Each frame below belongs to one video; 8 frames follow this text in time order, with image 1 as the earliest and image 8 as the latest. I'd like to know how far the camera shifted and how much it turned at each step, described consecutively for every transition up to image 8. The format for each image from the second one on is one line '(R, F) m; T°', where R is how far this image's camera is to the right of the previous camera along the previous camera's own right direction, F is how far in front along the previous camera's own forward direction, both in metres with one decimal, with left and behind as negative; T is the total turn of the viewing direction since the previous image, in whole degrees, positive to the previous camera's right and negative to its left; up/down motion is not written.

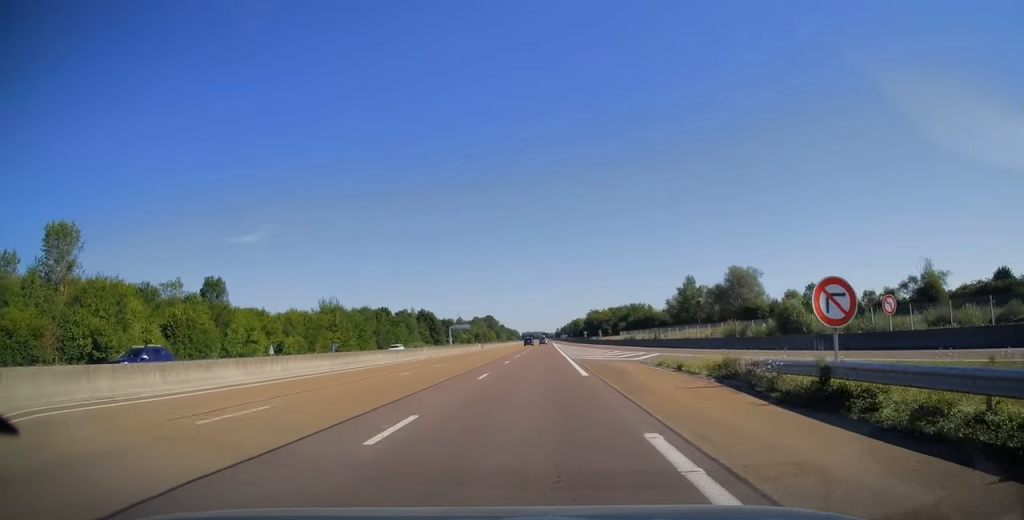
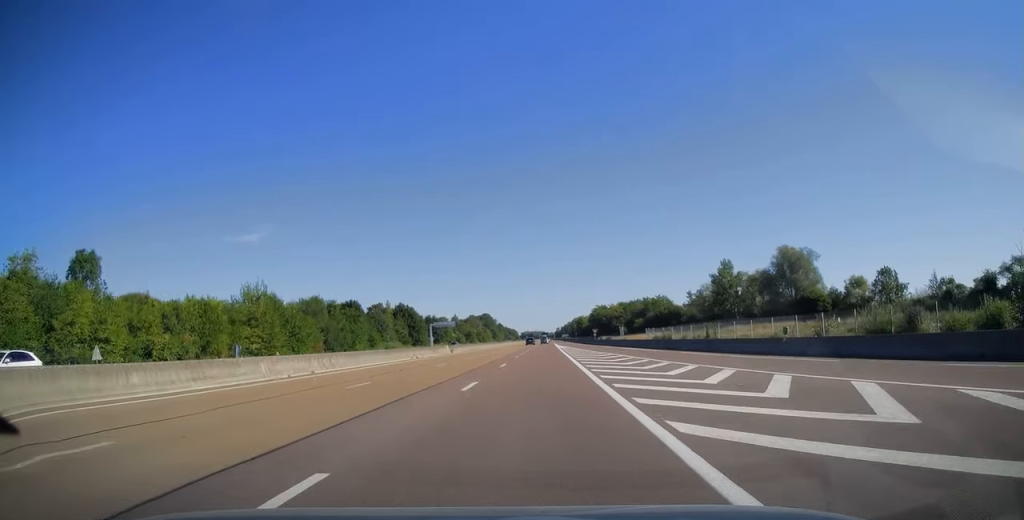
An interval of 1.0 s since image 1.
(0.0, +30.8) m; 0°
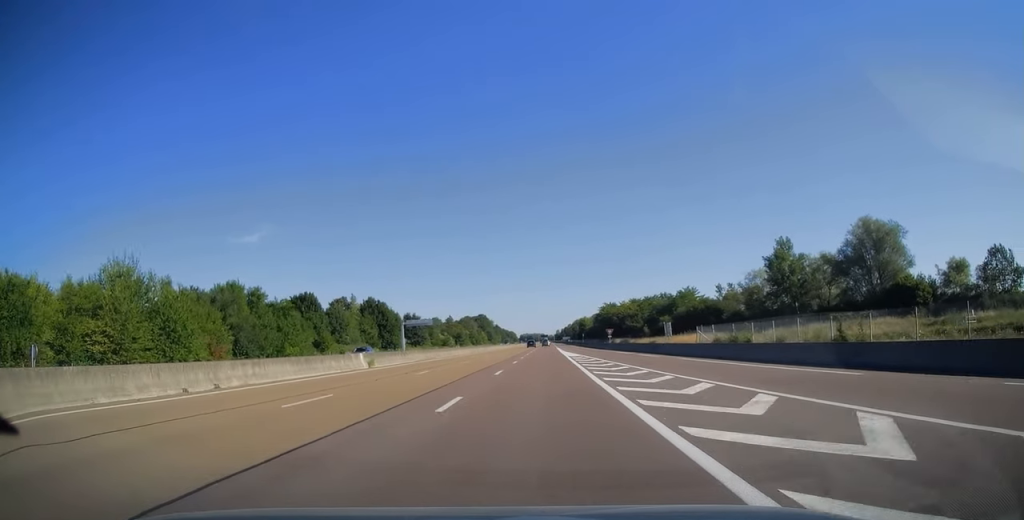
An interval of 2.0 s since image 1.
(0.0, +30.3) m; 0°
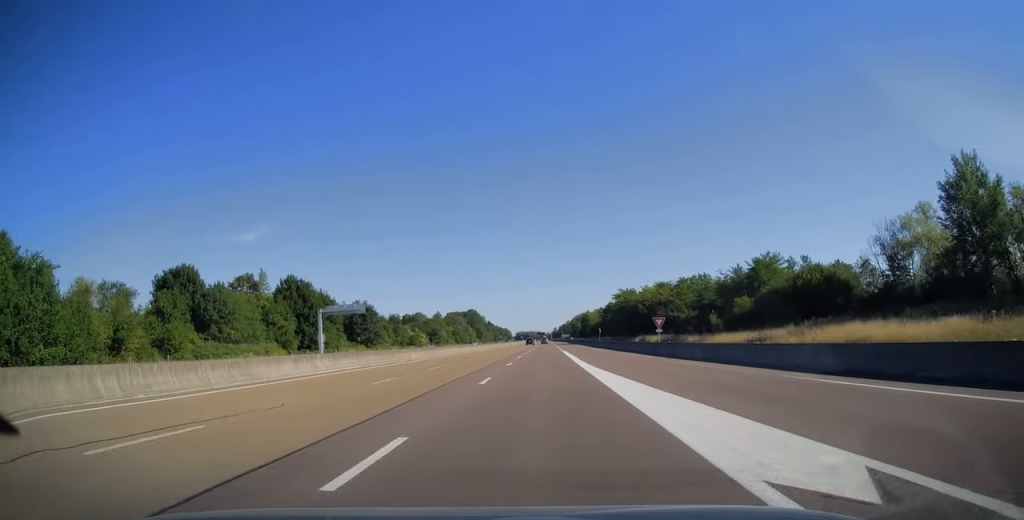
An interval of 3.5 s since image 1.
(0.0, +45.3) m; 0°
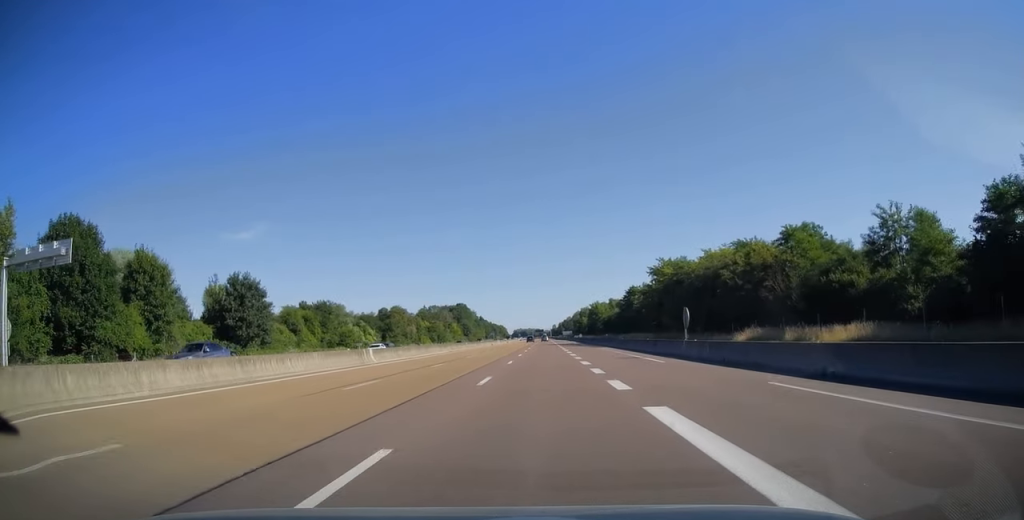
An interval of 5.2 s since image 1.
(+0.2, +53.1) m; 0°
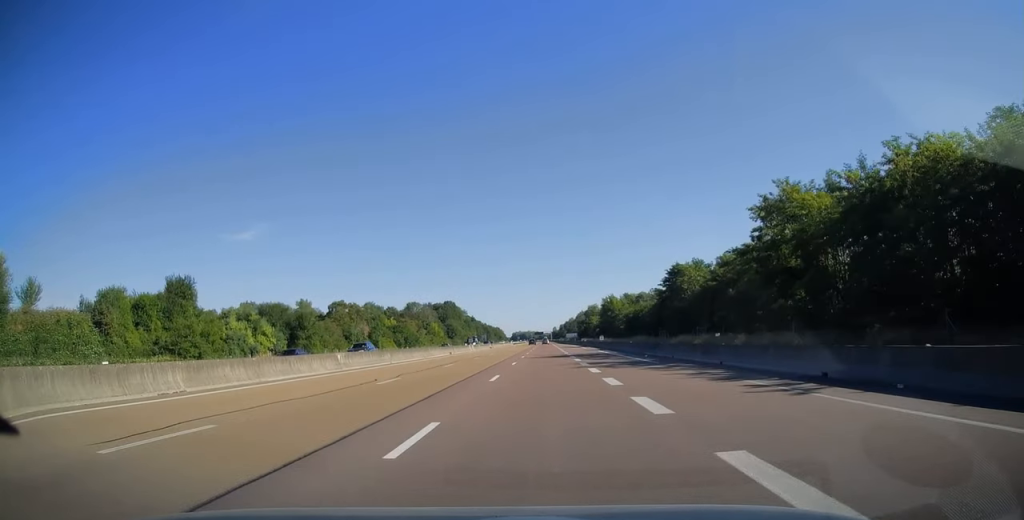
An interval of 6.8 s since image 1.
(0.0, +49.6) m; 0°
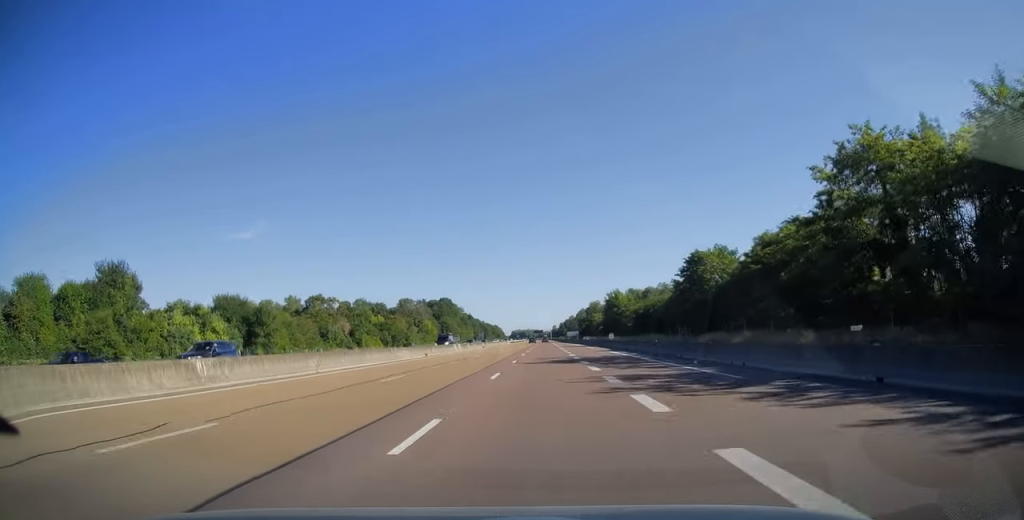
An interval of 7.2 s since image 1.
(0.0, +12.9) m; 0°
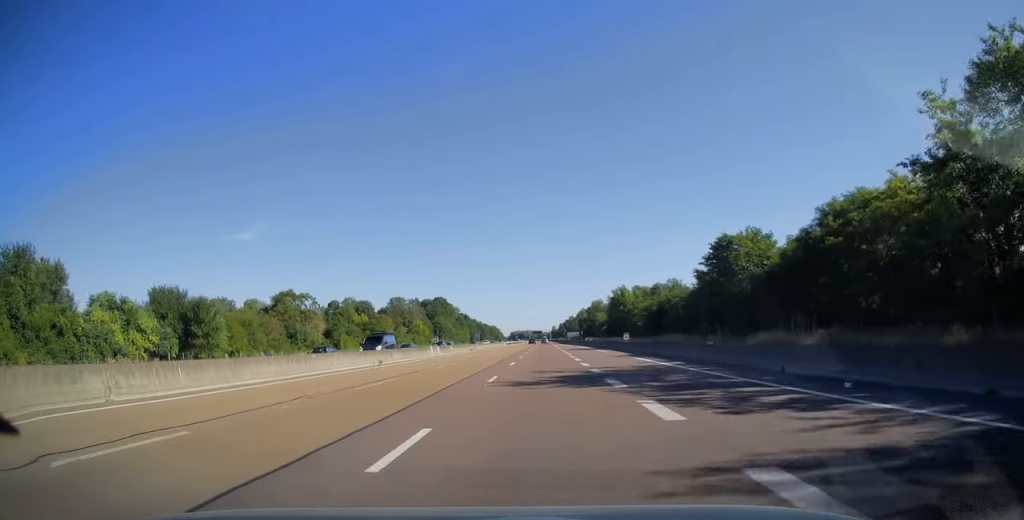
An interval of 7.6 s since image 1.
(0.0, +13.9) m; 0°
